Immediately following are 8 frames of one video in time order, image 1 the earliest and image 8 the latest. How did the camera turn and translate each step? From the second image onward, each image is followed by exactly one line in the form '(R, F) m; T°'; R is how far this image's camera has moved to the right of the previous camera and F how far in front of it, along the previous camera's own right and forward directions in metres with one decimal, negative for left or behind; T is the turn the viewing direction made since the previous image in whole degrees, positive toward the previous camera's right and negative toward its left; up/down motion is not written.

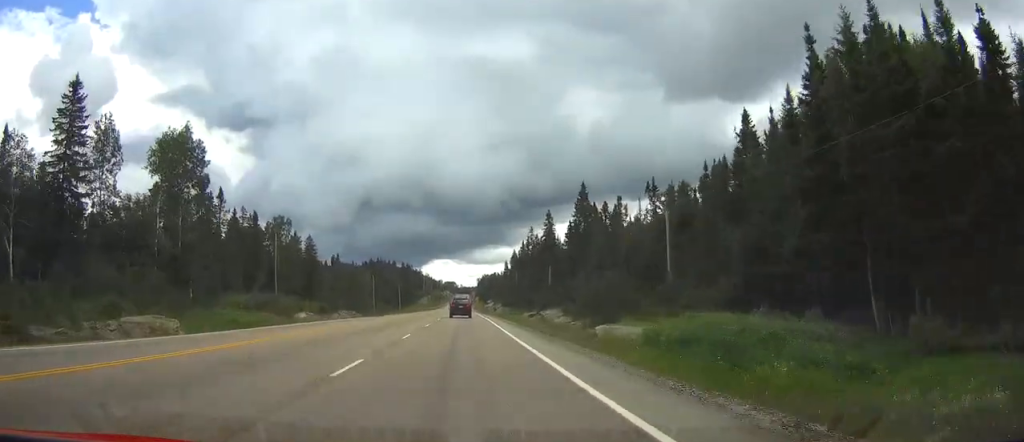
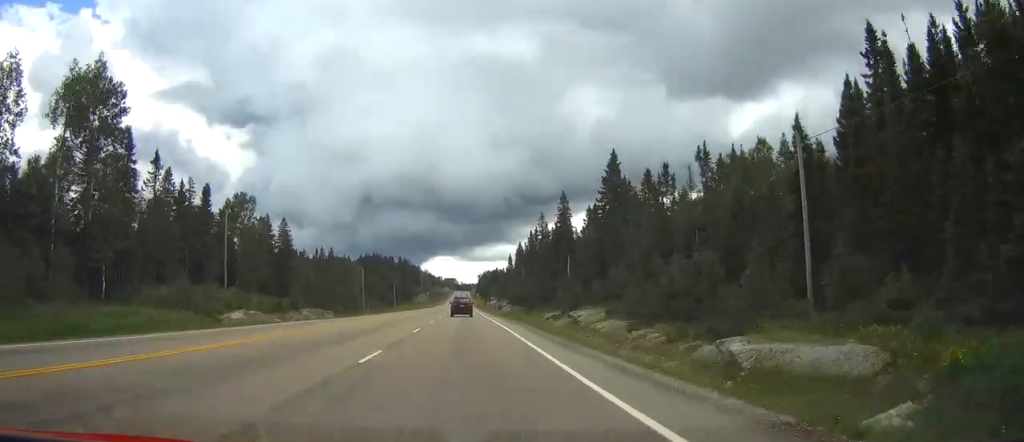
(0.0, +21.5) m; 0°
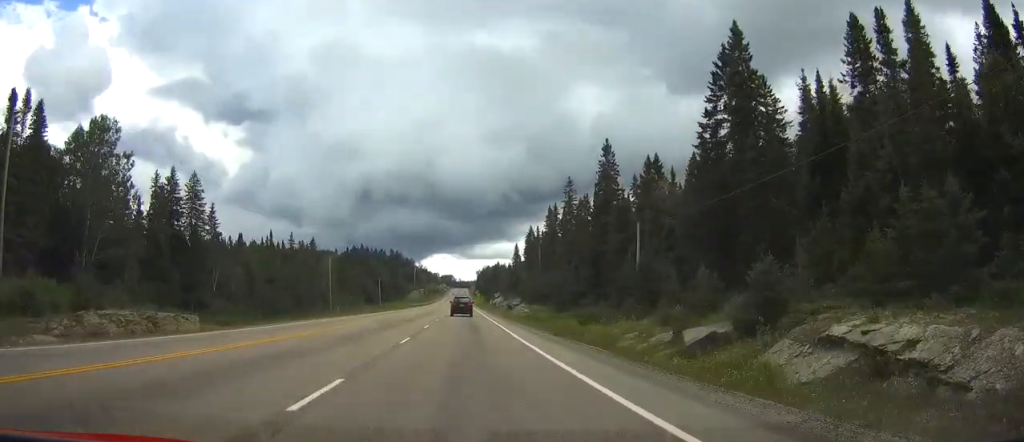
(0.0, +42.1) m; 0°
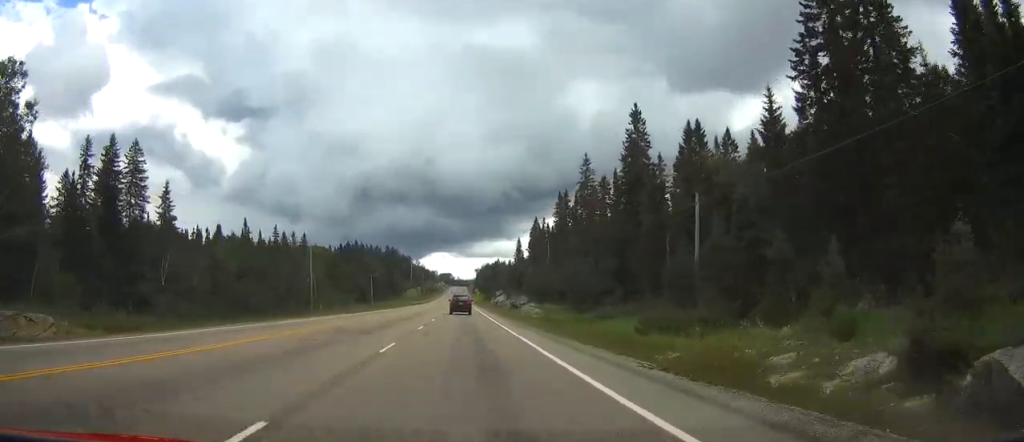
(0.0, +16.2) m; 0°
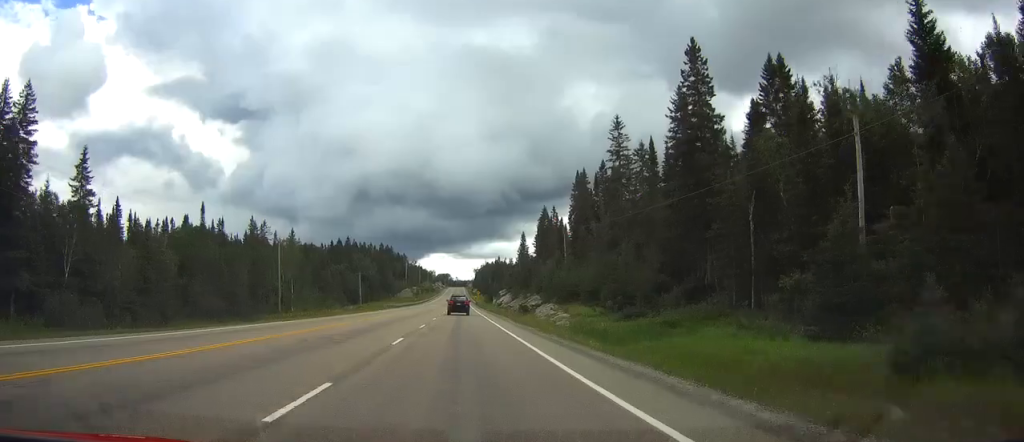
(0.0, +20.6) m; 0°
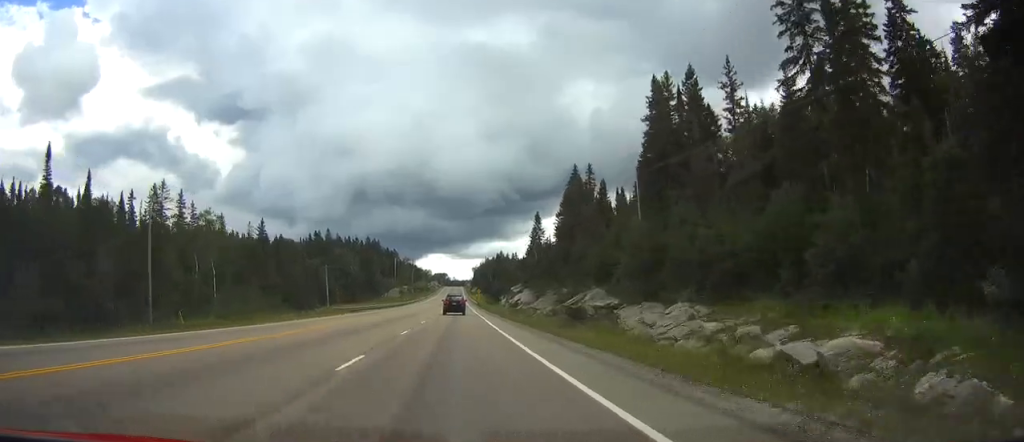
(+0.1, +43.3) m; 0°
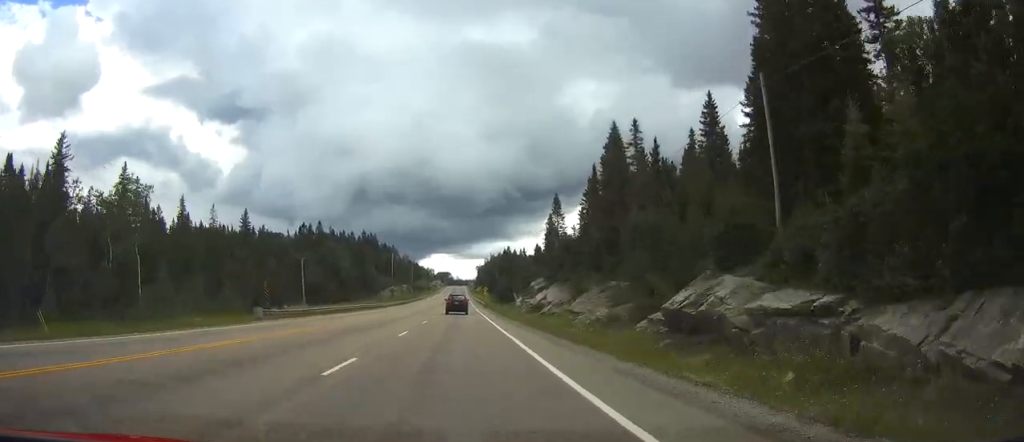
(0.0, +24.9) m; 0°
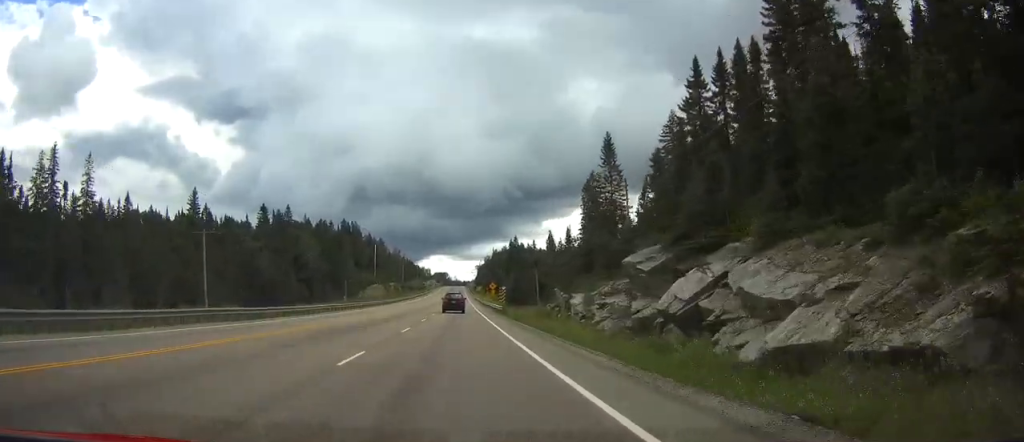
(0.0, +46.6) m; 0°
